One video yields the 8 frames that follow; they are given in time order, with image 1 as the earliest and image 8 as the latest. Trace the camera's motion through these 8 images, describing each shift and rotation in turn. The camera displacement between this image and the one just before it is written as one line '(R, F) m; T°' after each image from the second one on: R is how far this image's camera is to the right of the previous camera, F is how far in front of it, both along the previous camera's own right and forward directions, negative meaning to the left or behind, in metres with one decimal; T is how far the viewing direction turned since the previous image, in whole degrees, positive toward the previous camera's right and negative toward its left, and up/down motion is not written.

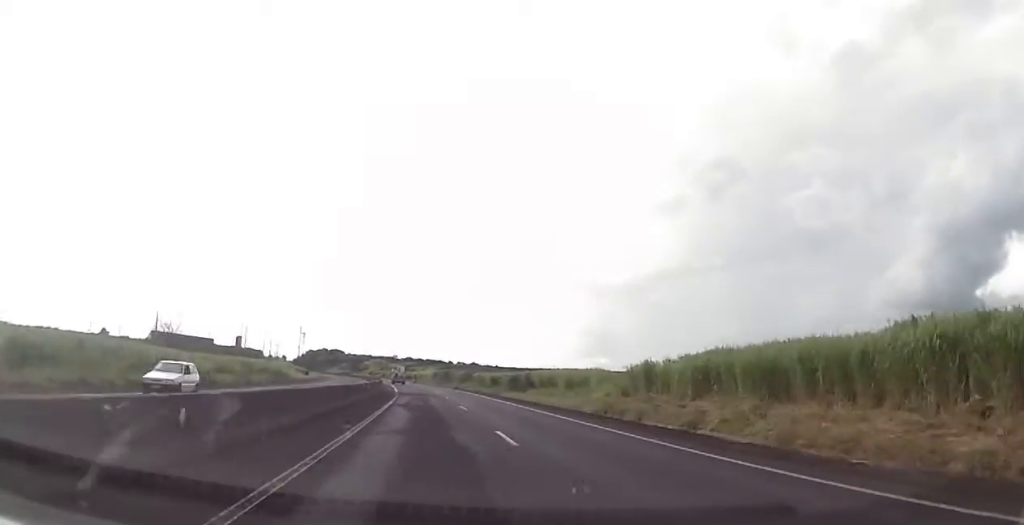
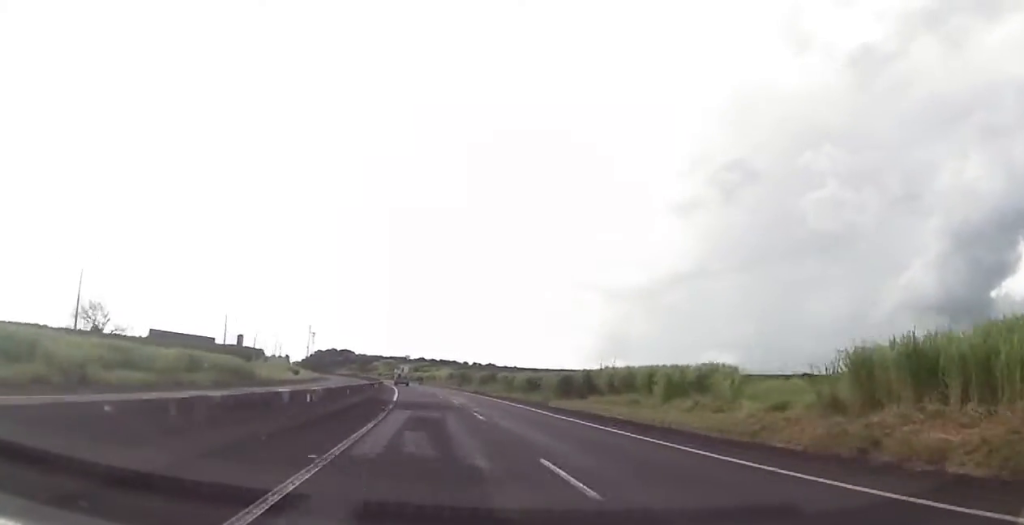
(0.0, +23.6) m; 0°
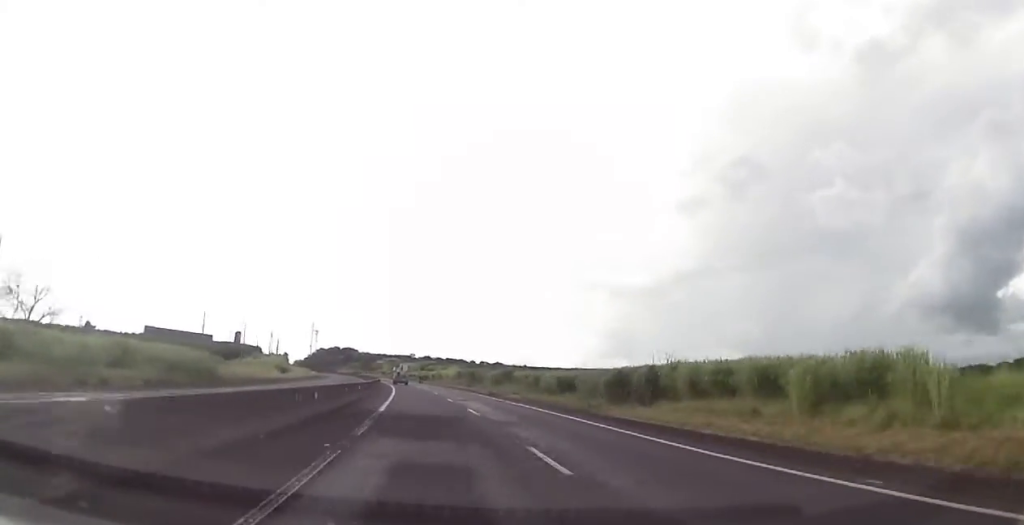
(0.0, +14.6) m; 0°
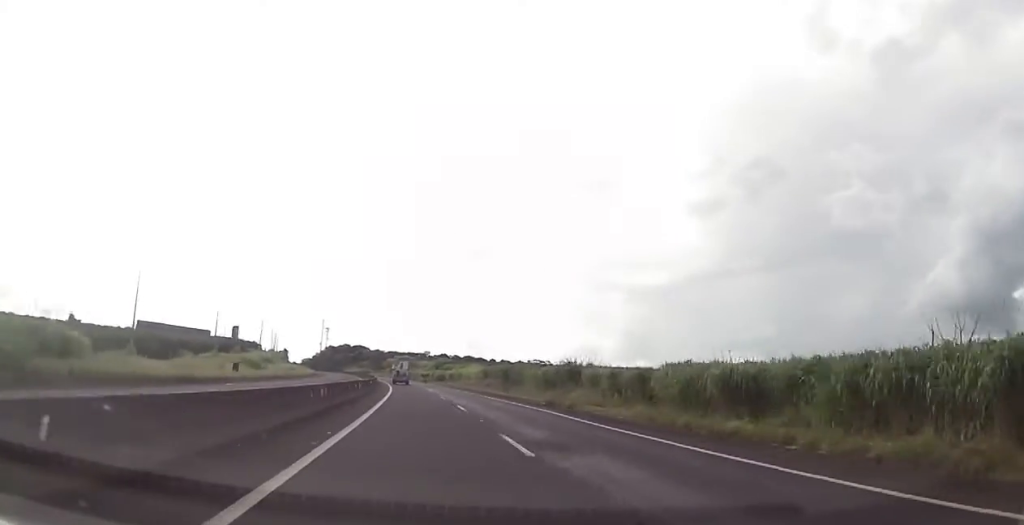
(0.0, +31.1) m; -1°
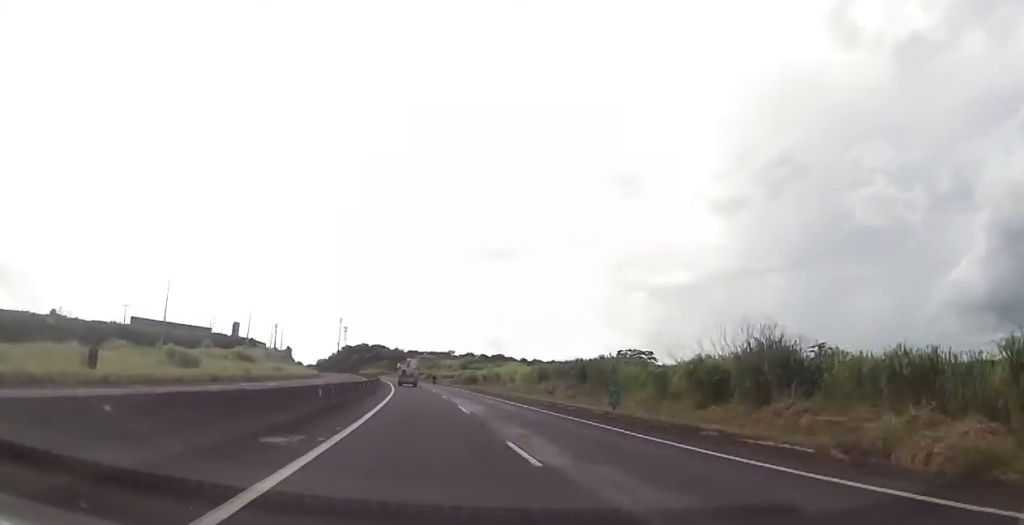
(-0.6, +34.7) m; -2°
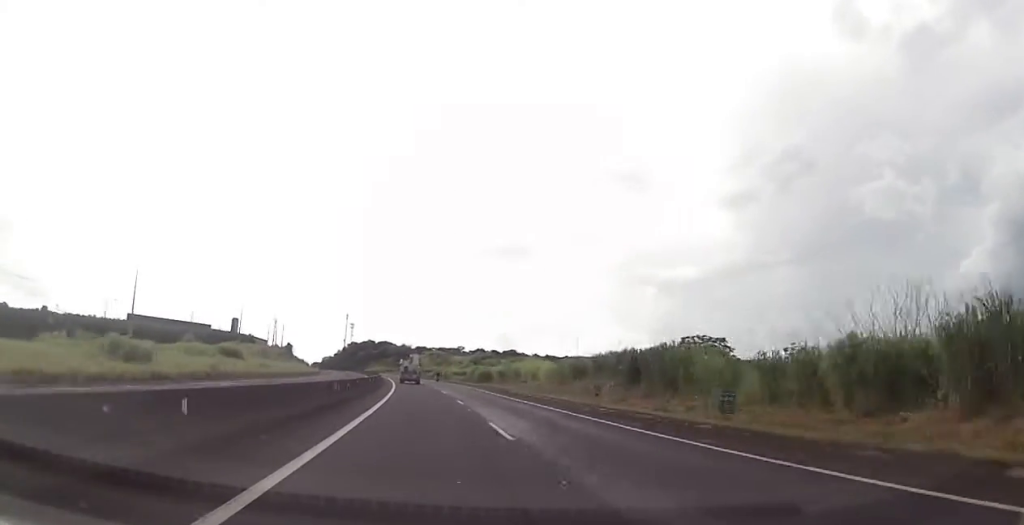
(-0.2, +13.1) m; -1°
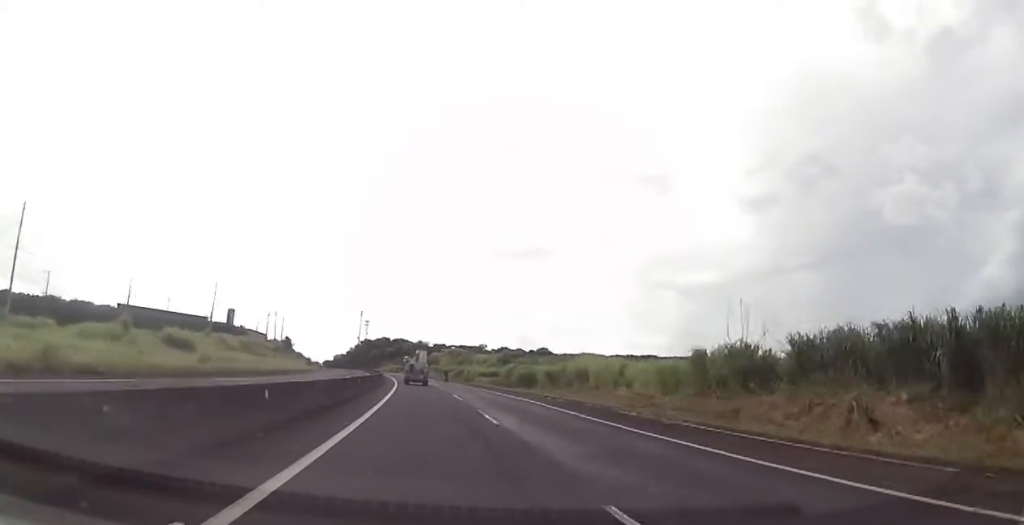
(0.0, +29.8) m; -2°
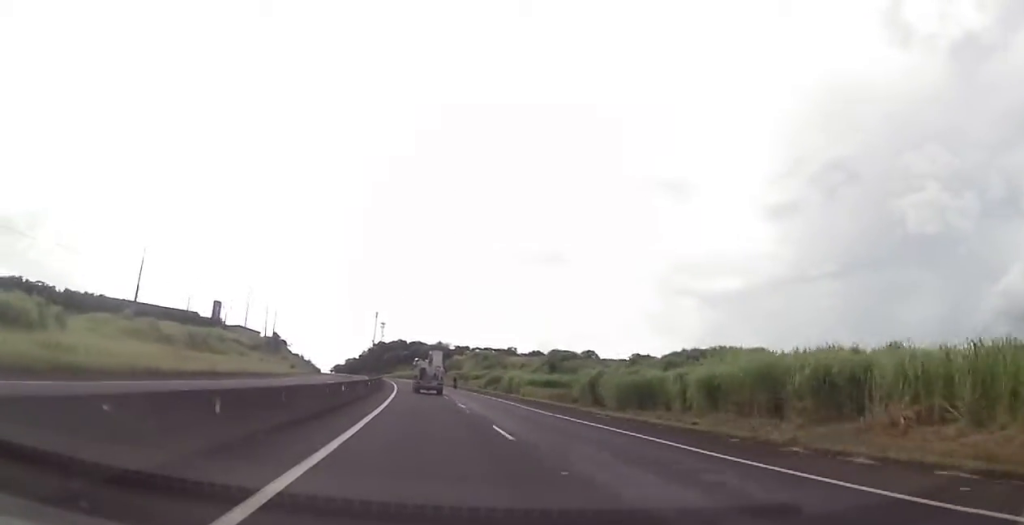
(-1.2, +37.9) m; -2°
